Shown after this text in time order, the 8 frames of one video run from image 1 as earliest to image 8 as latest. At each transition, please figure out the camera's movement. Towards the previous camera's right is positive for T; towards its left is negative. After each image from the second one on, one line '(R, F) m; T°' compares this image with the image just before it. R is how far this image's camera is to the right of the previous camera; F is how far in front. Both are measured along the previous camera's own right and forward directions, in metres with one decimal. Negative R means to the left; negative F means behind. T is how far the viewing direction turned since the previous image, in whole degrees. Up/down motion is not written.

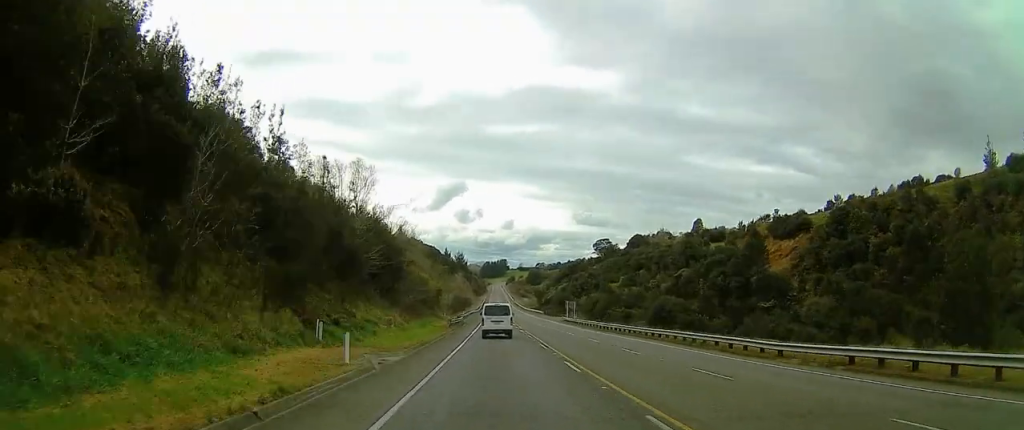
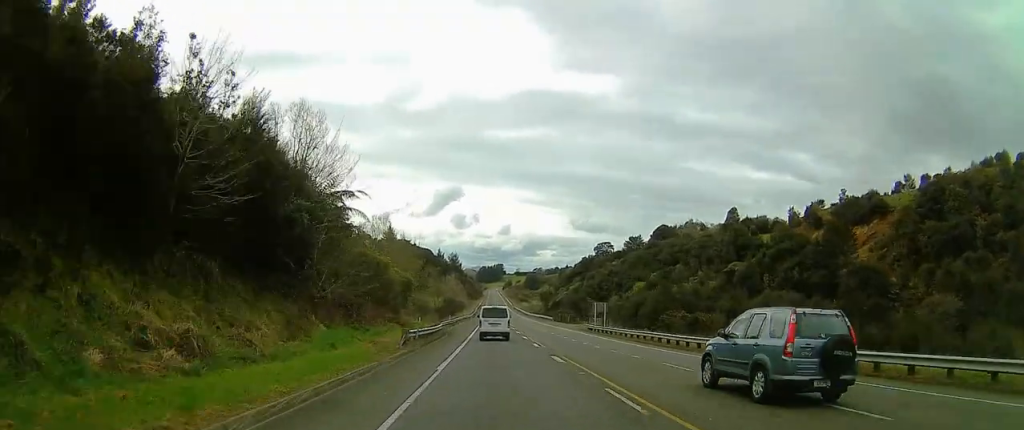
(-0.5, +26.2) m; 0°
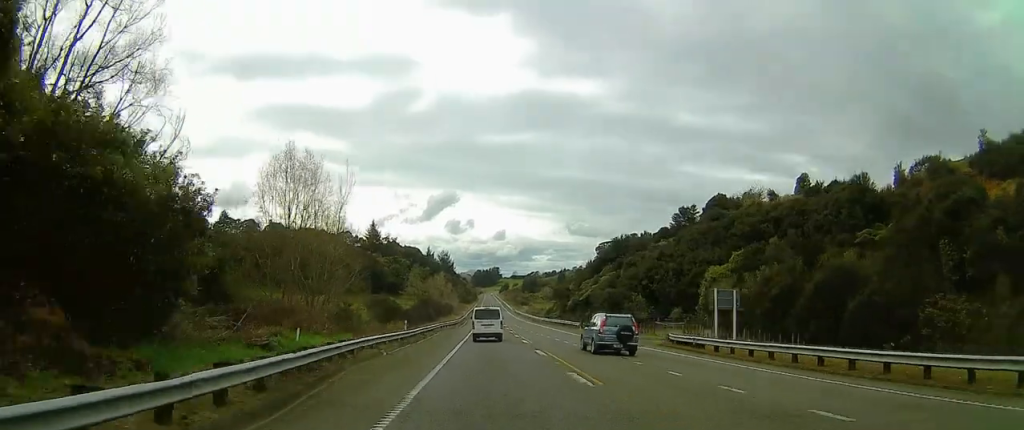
(+1.0, +35.3) m; +1°
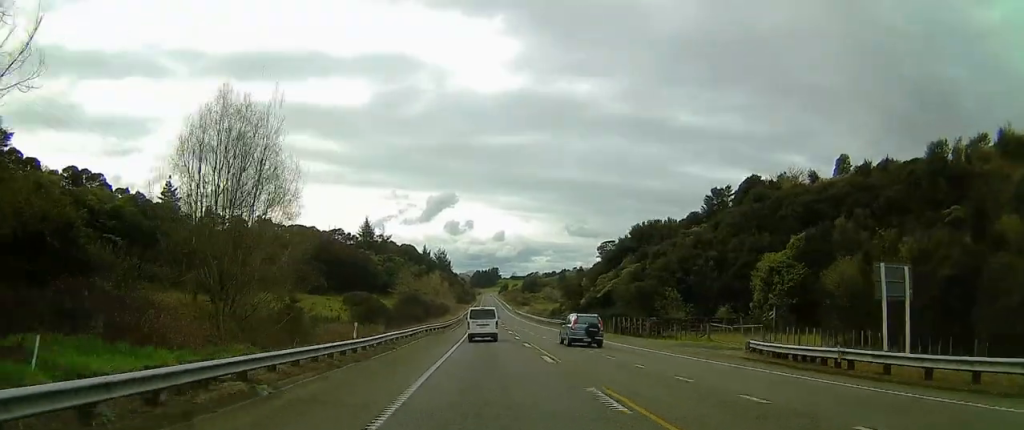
(-0.1, +14.7) m; 0°
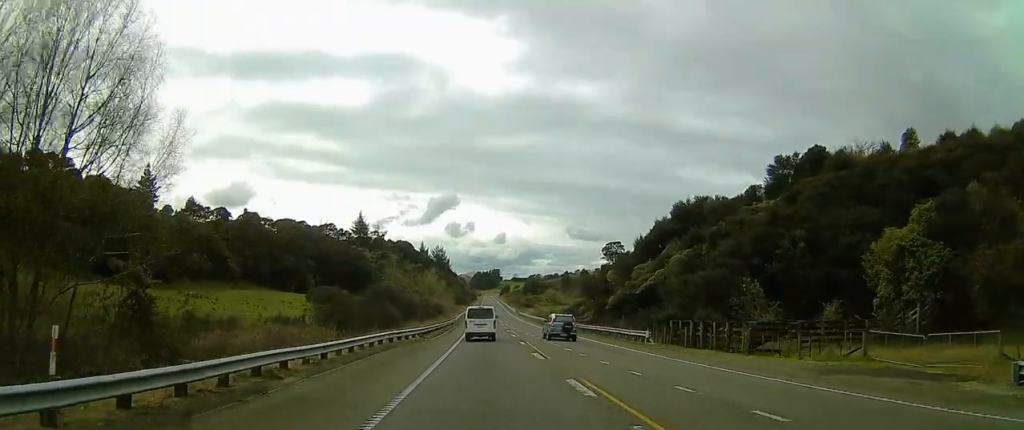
(-0.7, +17.5) m; 0°
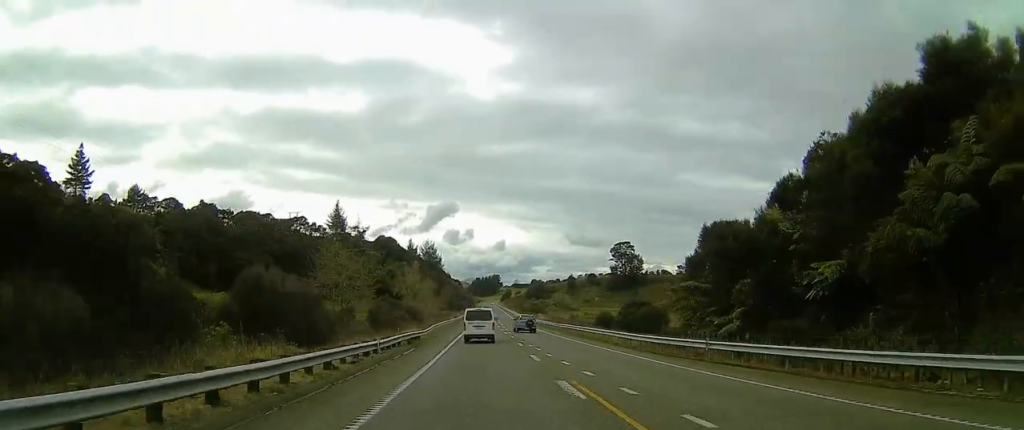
(+0.7, +40.1) m; 0°
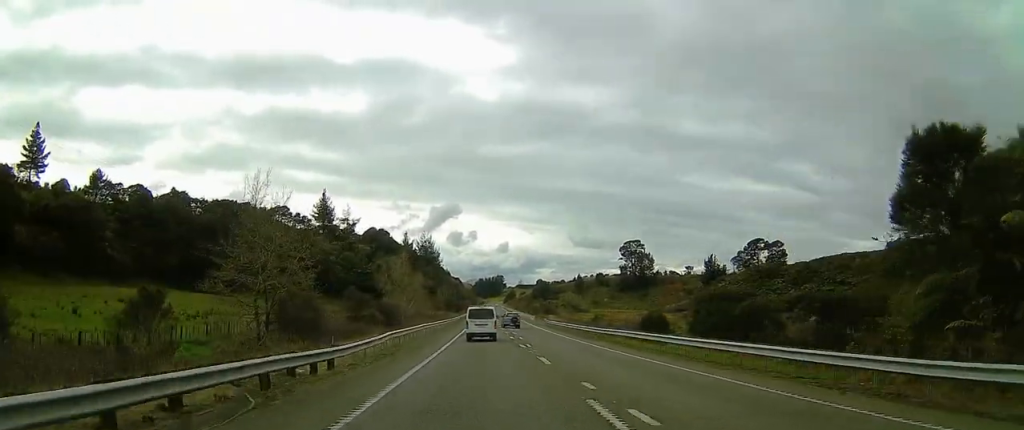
(-0.5, +23.5) m; 0°
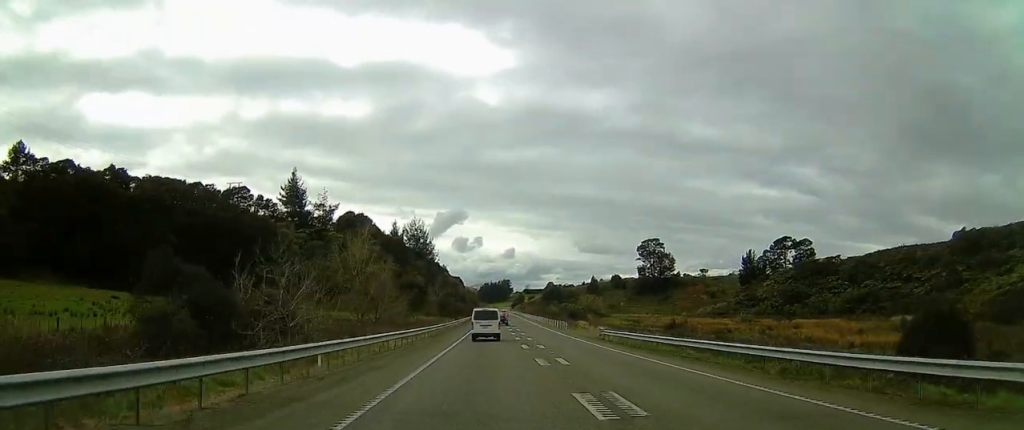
(+0.3, +39.9) m; 0°
